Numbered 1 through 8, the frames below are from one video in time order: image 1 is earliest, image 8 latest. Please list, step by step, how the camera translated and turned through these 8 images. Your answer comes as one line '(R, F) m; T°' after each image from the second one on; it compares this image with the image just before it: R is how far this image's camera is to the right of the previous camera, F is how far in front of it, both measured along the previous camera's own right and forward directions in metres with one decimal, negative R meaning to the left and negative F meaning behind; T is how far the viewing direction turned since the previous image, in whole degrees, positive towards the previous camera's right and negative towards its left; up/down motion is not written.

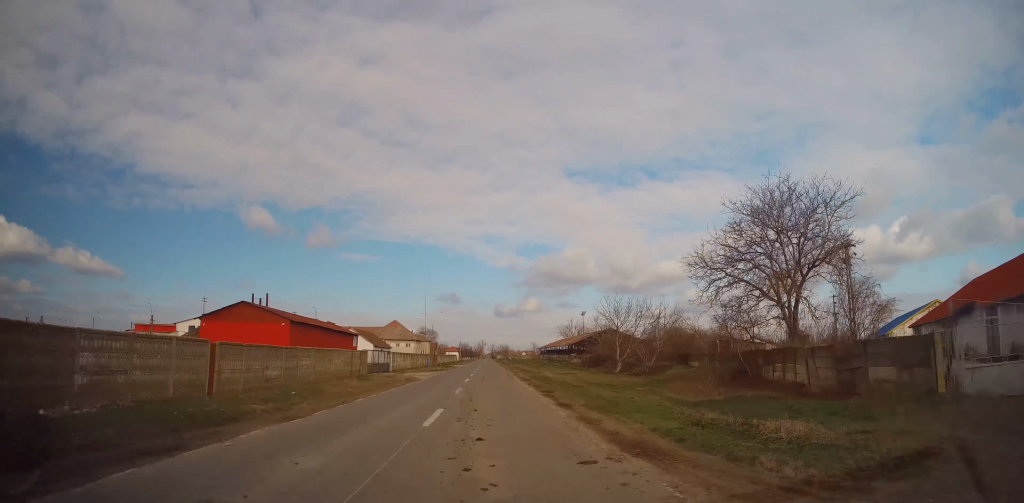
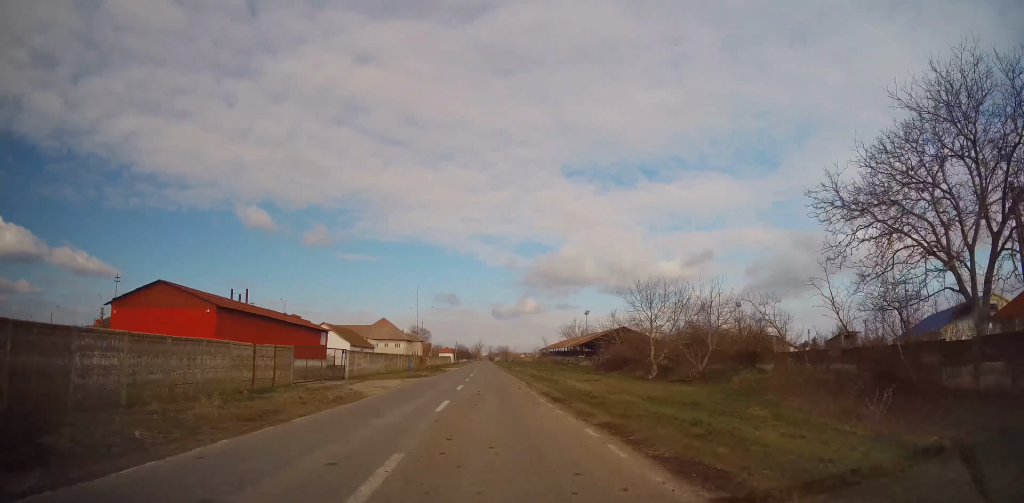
(+0.3, +14.8) m; 0°
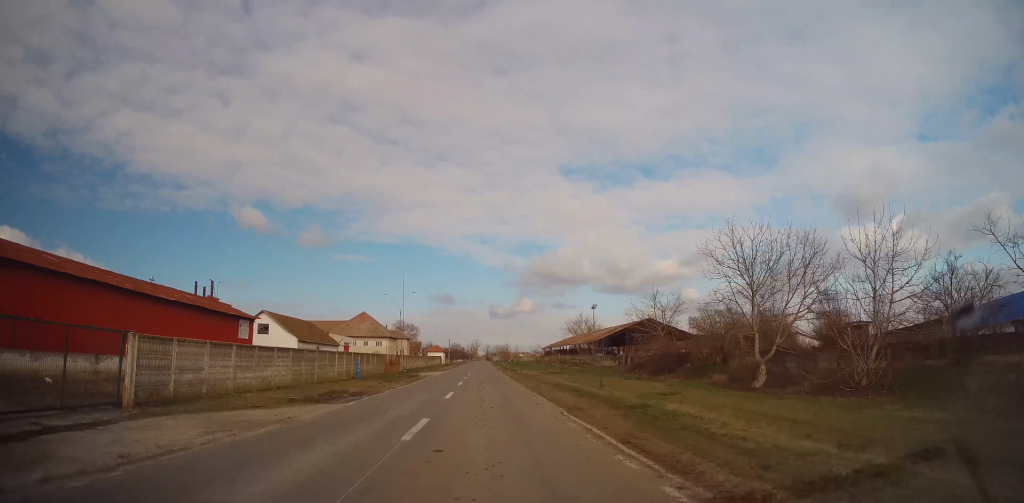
(-0.4, +21.8) m; 0°
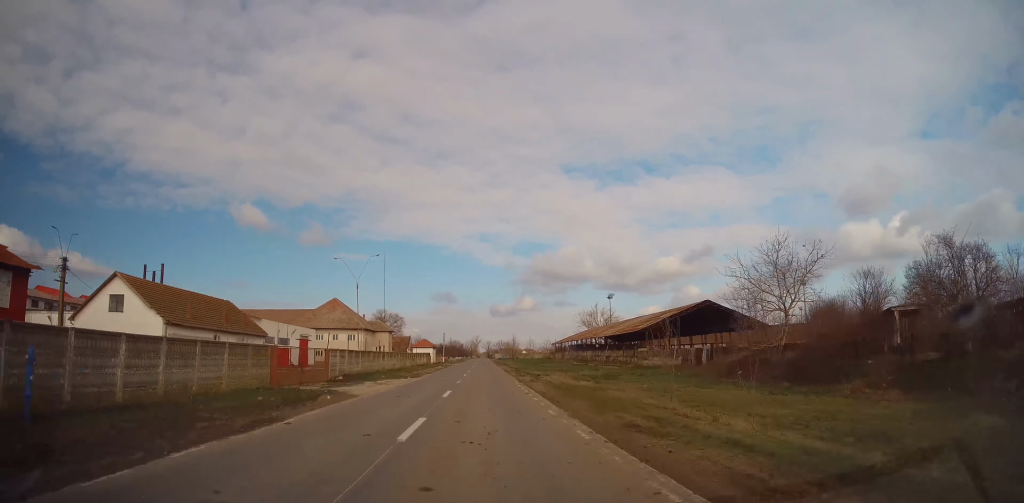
(+0.4, +26.3) m; 0°
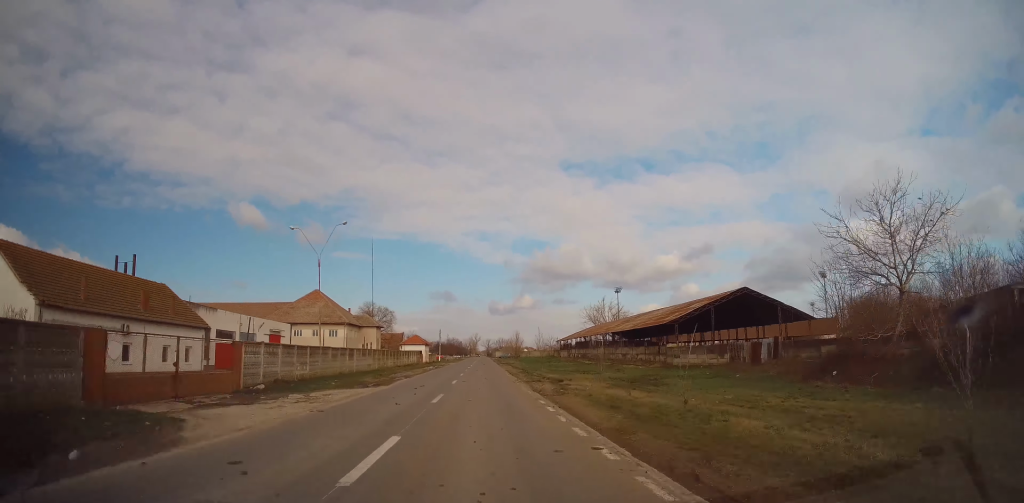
(-0.2, +11.4) m; 0°
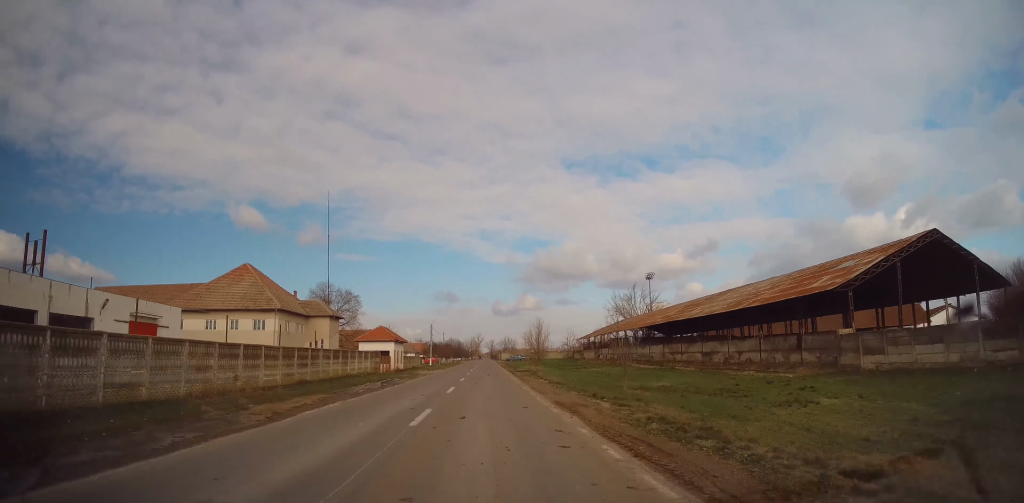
(+0.1, +30.2) m; +1°
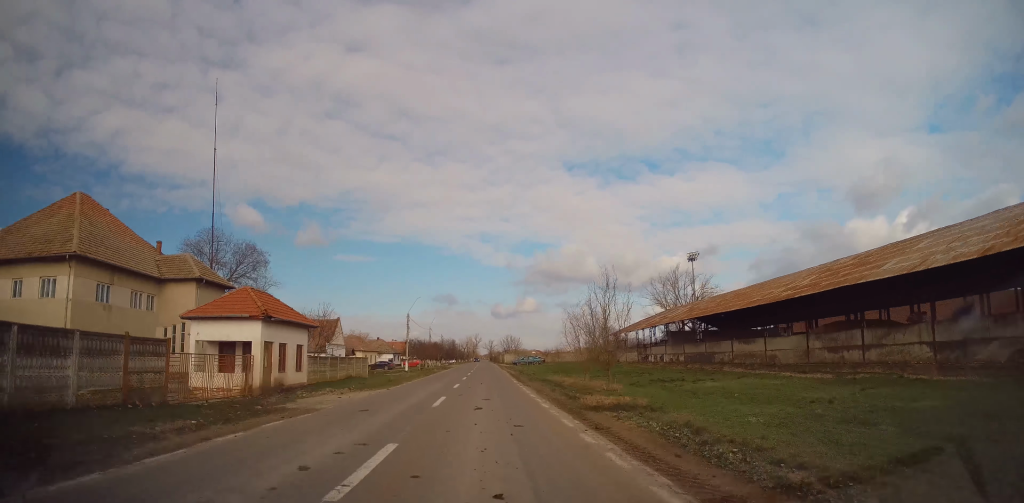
(0.0, +31.3) m; 0°
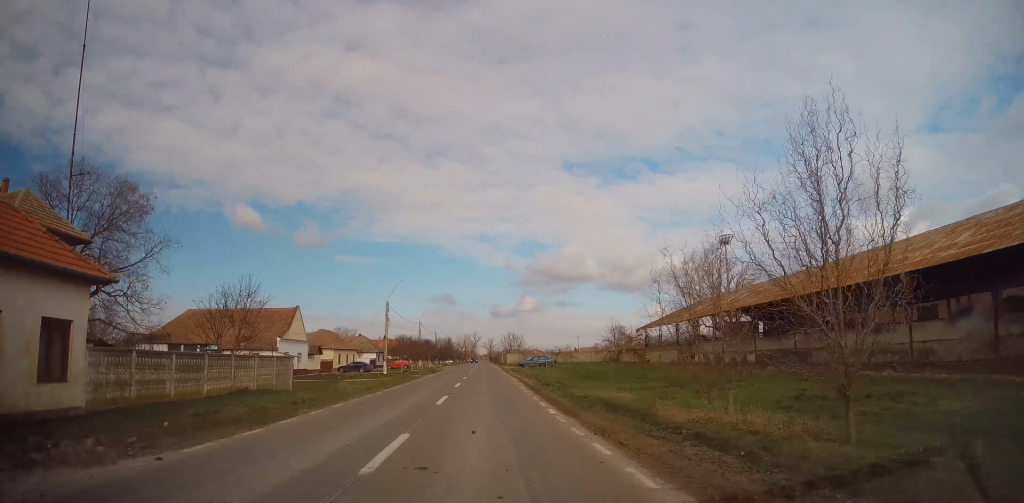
(+0.2, +16.4) m; 0°
